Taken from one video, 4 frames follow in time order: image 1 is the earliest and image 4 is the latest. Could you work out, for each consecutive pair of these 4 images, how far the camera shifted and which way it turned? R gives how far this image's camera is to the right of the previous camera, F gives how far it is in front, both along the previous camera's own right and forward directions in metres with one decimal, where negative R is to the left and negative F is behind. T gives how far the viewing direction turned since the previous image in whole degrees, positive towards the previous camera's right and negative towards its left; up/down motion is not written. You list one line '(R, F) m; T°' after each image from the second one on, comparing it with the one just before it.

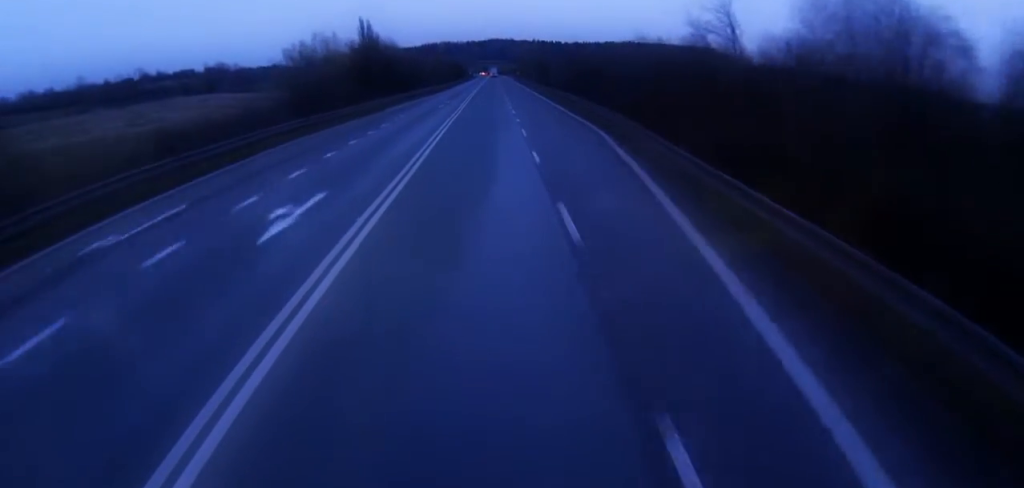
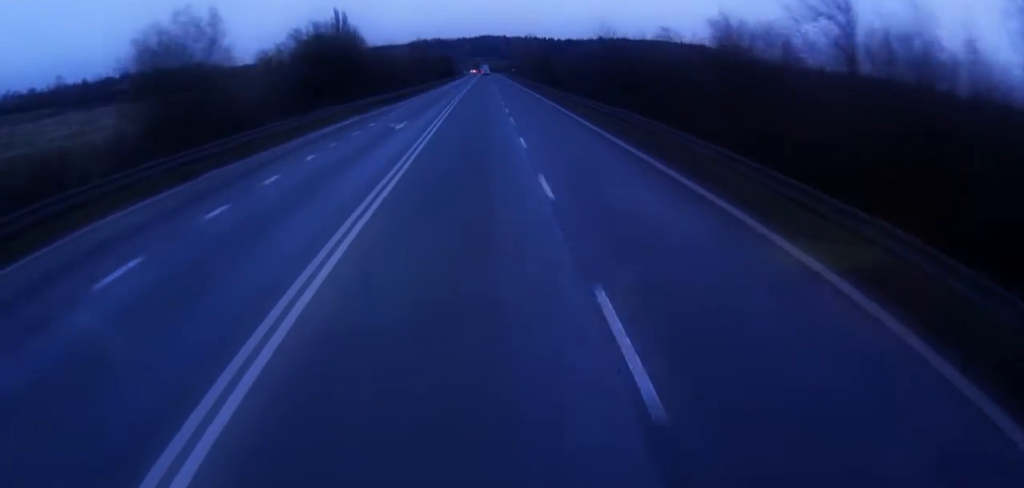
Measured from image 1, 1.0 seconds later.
(-0.1, +23.4) m; 0°
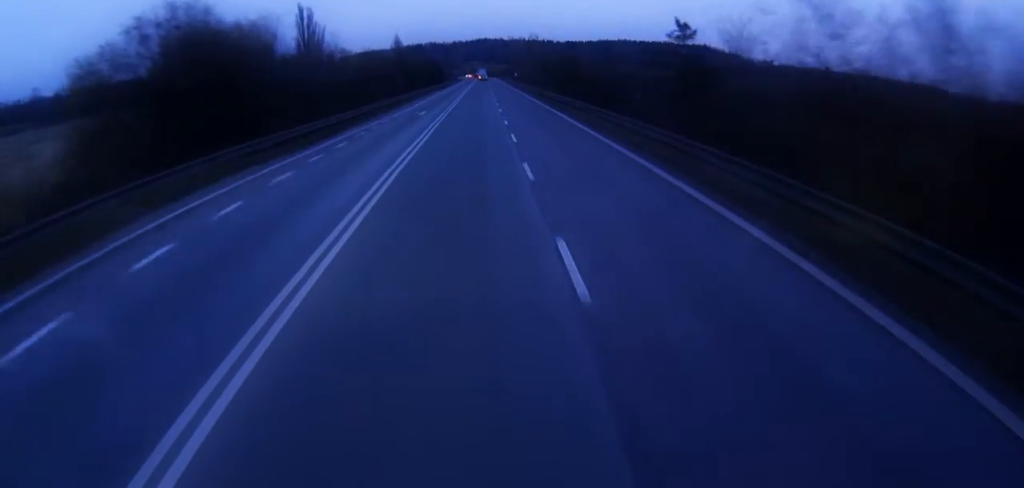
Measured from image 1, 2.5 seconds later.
(+0.4, +33.0) m; +1°
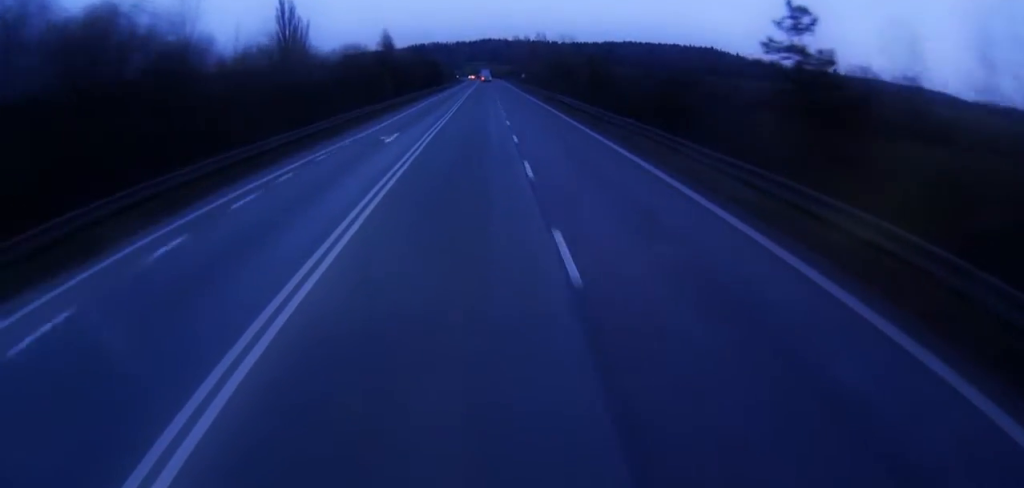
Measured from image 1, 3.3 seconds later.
(+0.2, +17.2) m; -1°
